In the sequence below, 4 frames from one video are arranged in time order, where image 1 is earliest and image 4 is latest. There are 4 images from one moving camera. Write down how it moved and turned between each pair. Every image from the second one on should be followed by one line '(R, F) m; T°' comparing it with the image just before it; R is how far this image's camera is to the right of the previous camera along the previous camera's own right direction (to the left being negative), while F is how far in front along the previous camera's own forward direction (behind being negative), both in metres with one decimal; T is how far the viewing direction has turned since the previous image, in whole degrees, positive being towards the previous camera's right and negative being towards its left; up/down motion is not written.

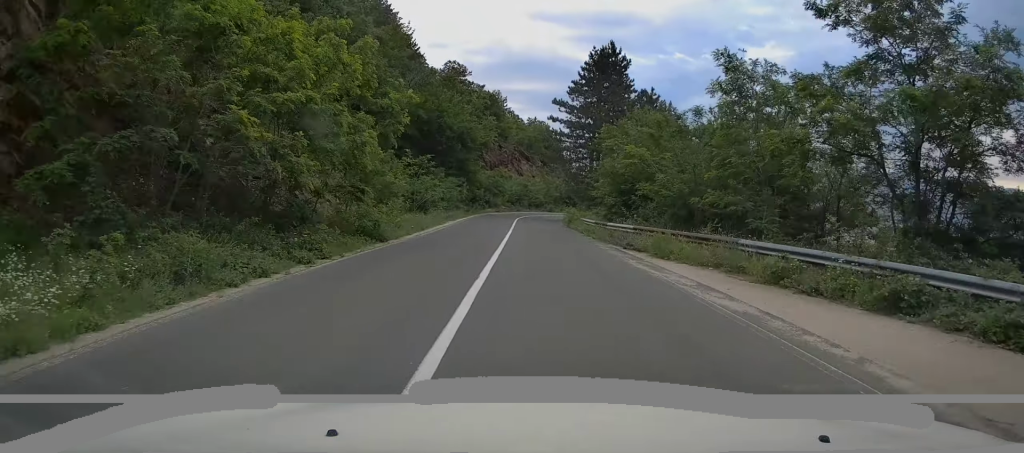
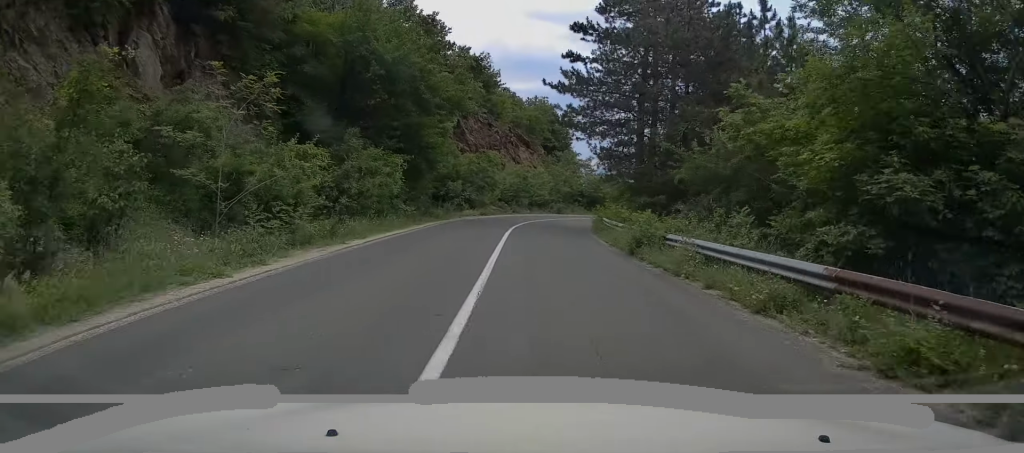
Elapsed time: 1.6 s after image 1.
(-0.2, +21.6) m; 0°
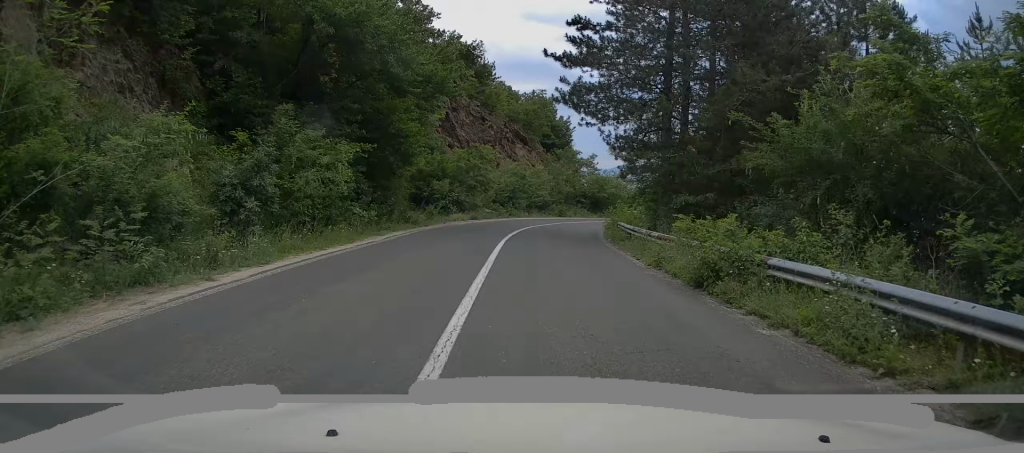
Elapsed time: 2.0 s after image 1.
(+0.1, +6.0) m; +1°
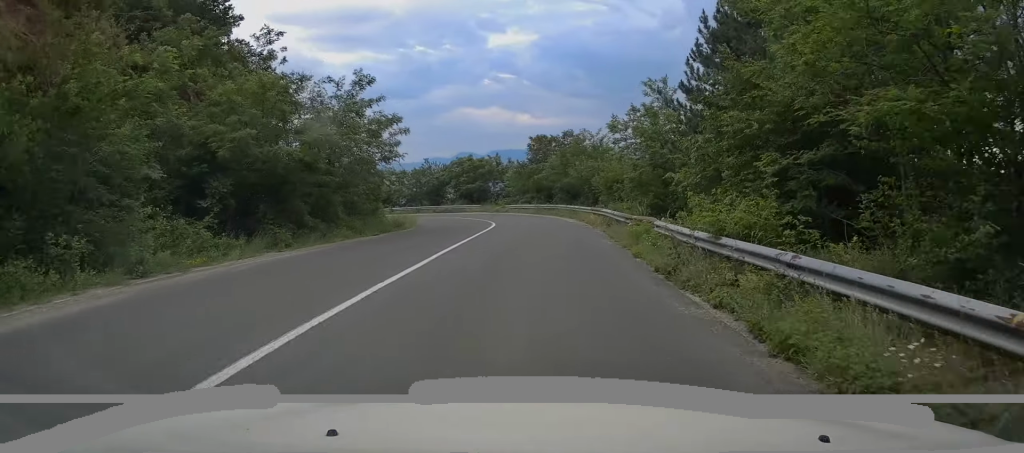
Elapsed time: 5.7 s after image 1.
(+8.0, +49.7) m; +20°
